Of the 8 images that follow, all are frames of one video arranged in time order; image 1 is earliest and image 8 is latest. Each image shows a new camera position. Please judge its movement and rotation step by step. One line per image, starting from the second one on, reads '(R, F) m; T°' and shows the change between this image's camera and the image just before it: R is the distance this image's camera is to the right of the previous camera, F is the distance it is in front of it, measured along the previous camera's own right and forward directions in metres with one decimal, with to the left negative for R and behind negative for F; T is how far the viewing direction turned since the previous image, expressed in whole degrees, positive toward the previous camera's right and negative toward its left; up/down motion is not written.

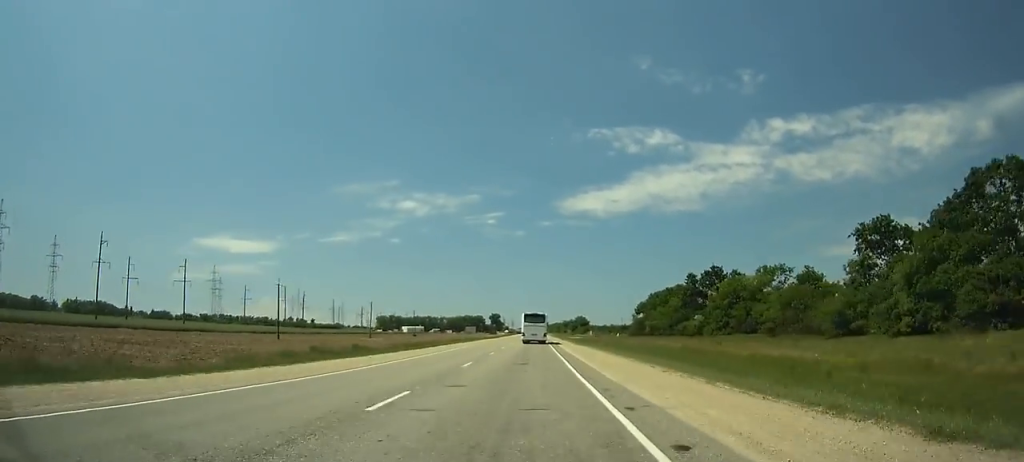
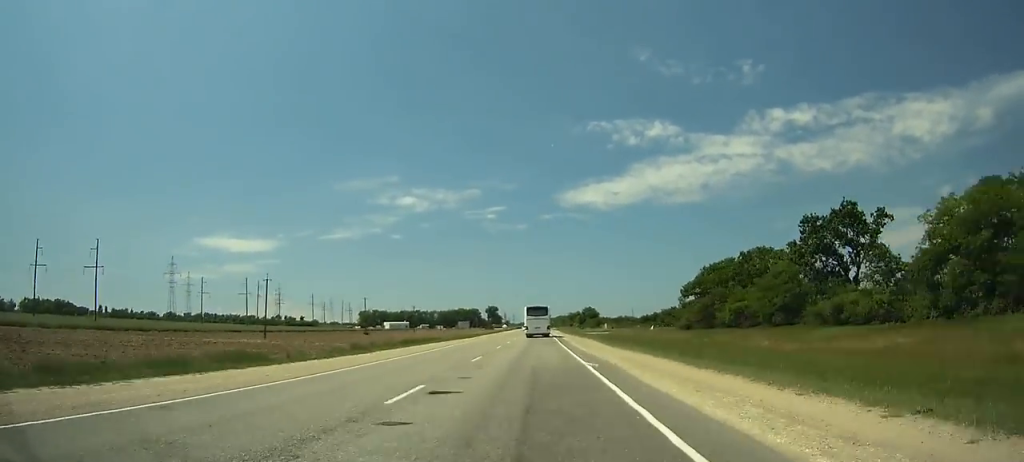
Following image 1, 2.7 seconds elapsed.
(-0.2, +58.8) m; 0°
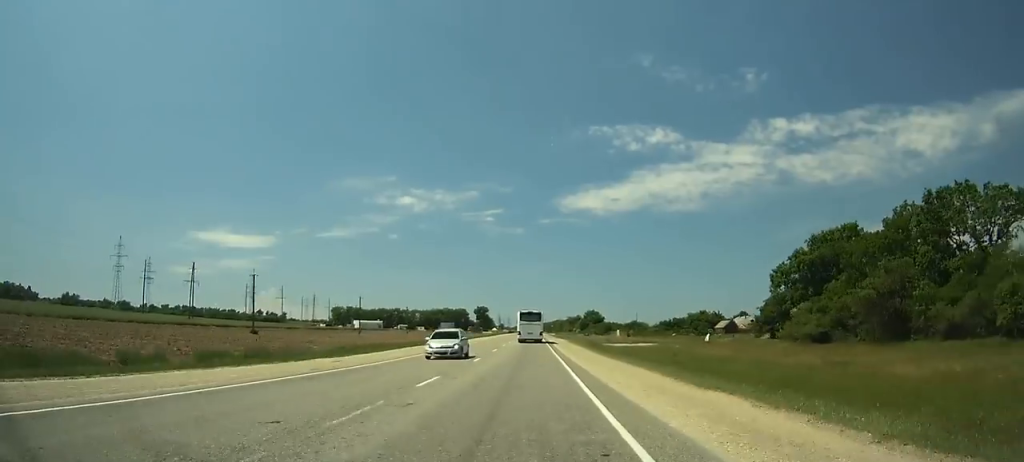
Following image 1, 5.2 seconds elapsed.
(+0.2, +54.2) m; 0°
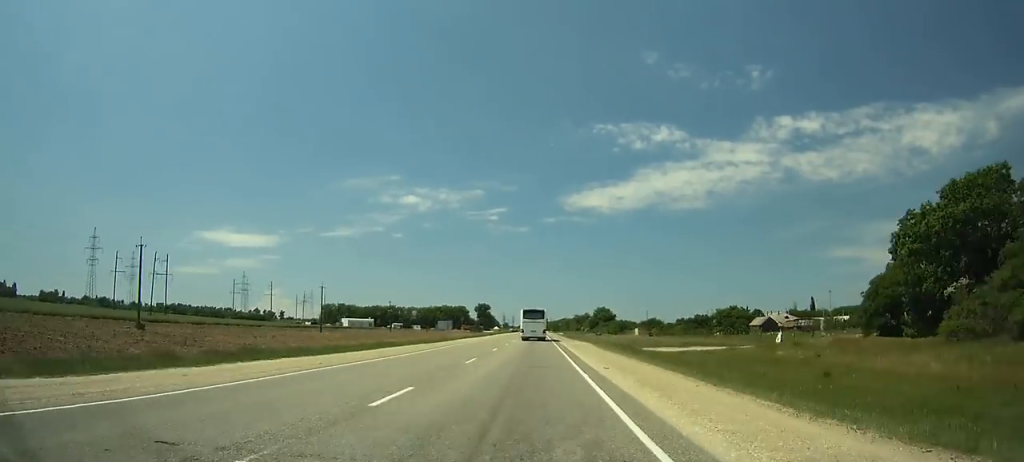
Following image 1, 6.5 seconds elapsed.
(0.0, +28.1) m; 0°
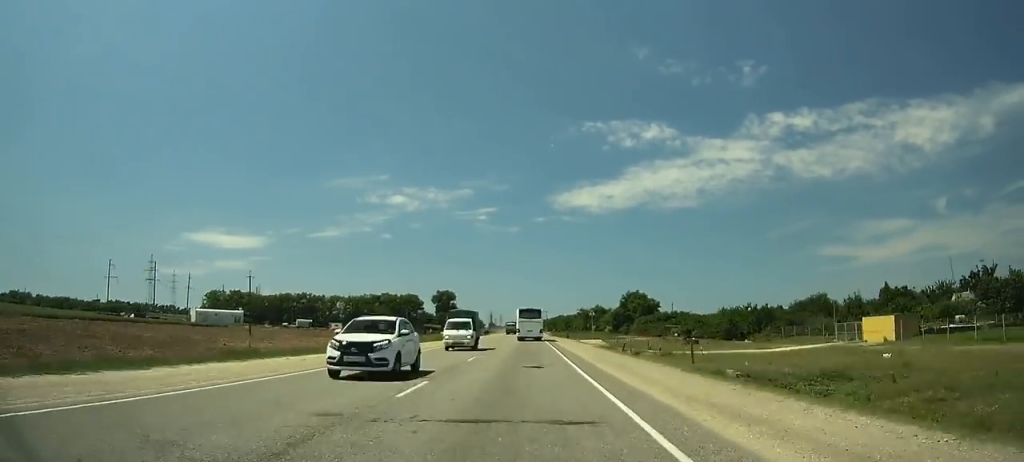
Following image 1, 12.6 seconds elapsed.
(+0.9, +131.0) m; +1°
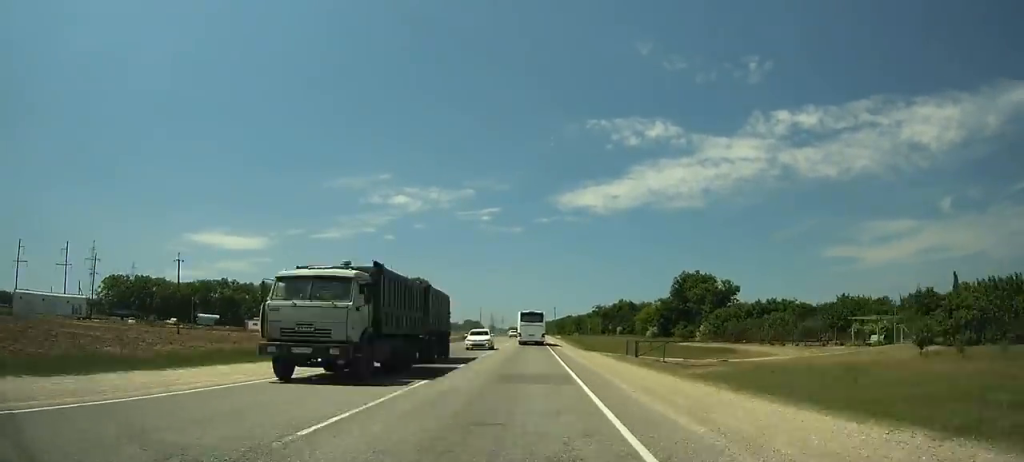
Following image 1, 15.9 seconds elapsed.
(0.0, +69.9) m; 0°
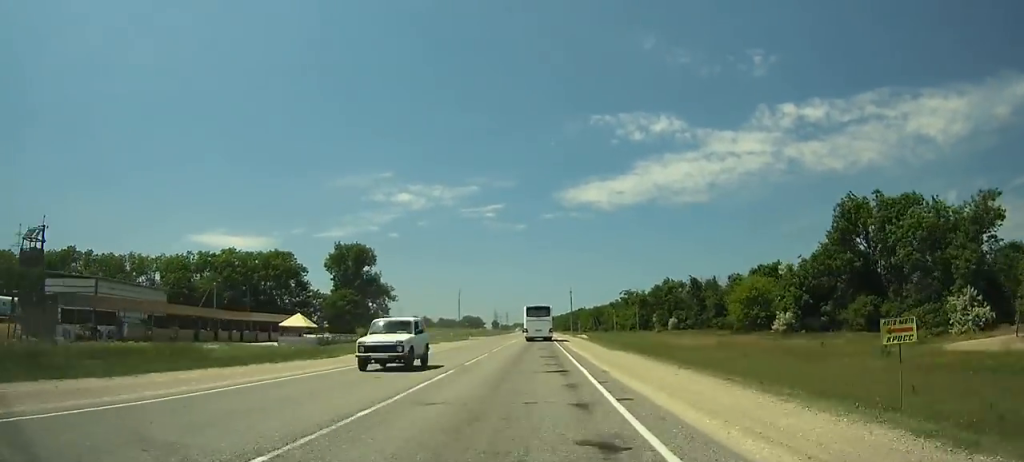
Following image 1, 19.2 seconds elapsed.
(-0.3, +68.7) m; 0°
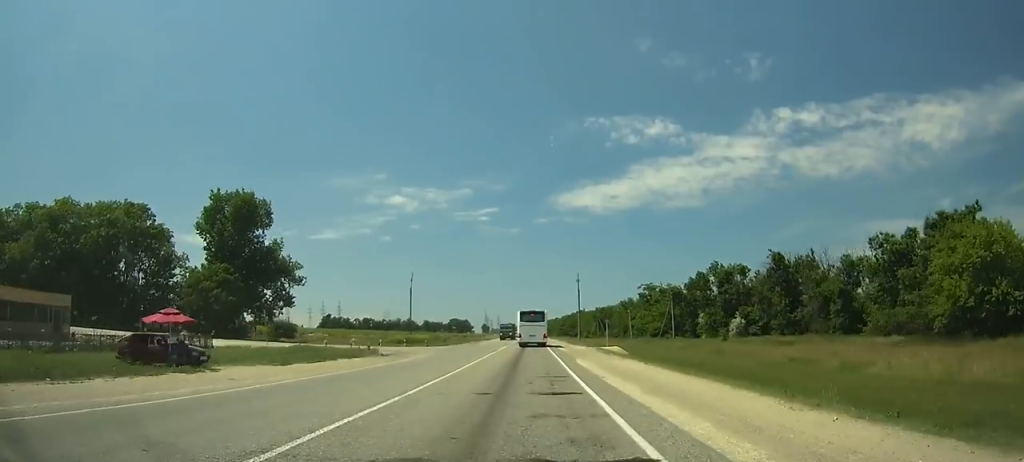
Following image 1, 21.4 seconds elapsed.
(0.0, +44.7) m; 0°
